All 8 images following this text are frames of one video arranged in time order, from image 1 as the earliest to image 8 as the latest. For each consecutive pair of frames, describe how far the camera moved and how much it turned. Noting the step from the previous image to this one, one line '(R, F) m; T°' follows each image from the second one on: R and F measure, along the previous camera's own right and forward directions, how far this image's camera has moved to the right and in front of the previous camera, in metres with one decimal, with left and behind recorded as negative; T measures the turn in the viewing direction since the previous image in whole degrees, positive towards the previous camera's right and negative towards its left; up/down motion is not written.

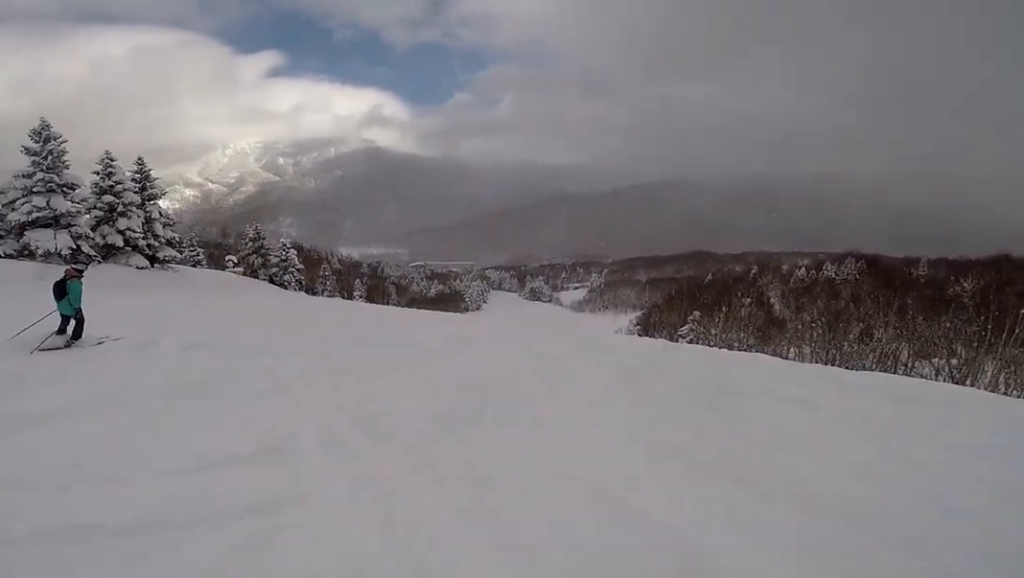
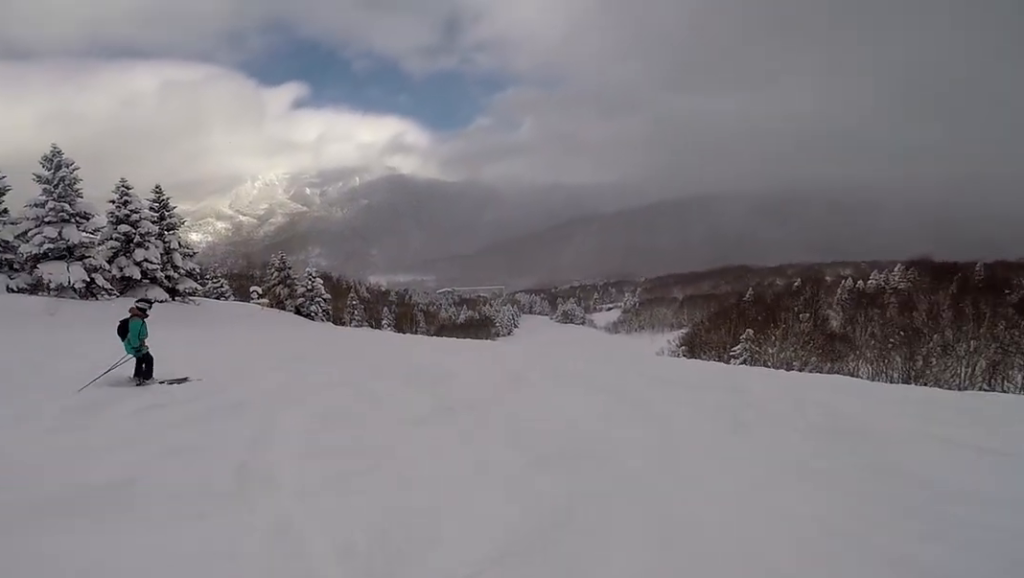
(-0.7, +2.0) m; -14°
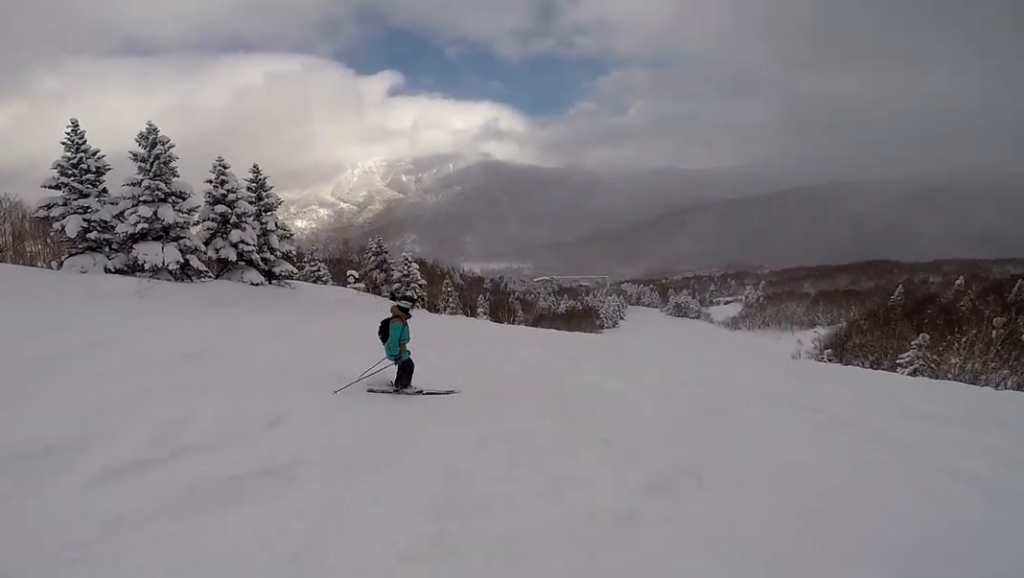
(-0.7, +3.1) m; -11°
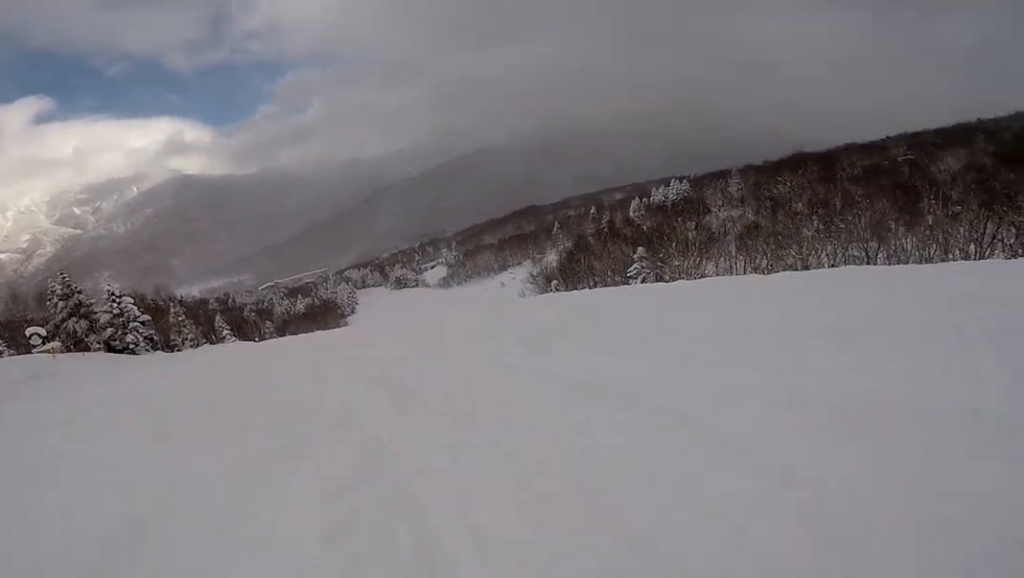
(+1.5, +7.7) m; +48°
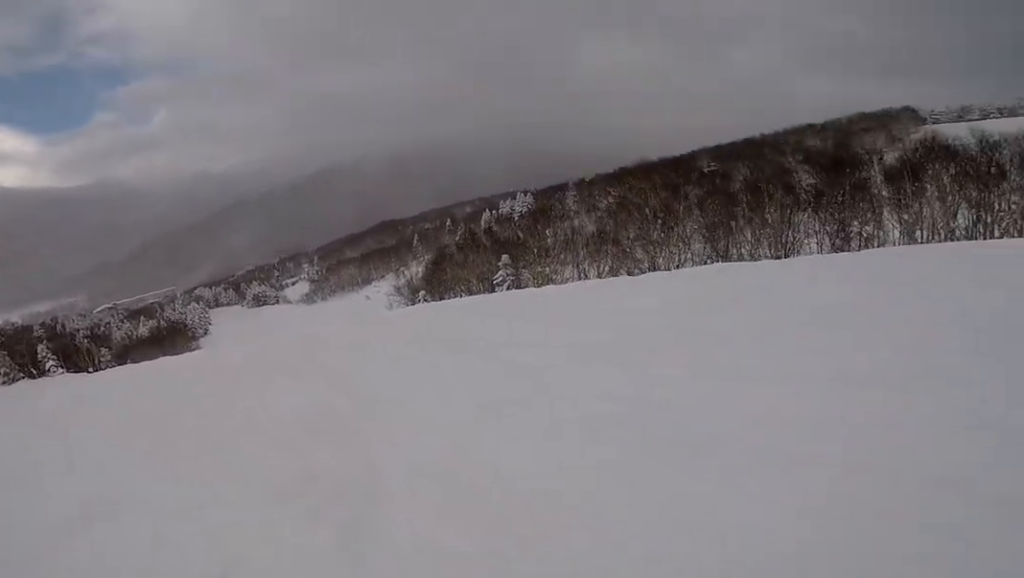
(+1.0, +2.8) m; +21°
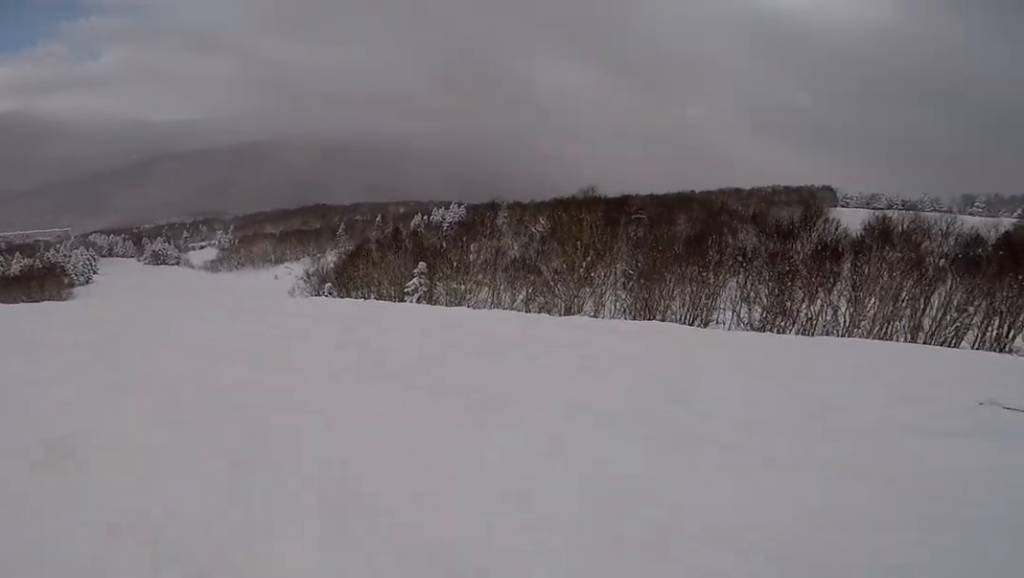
(+0.9, +4.8) m; -2°
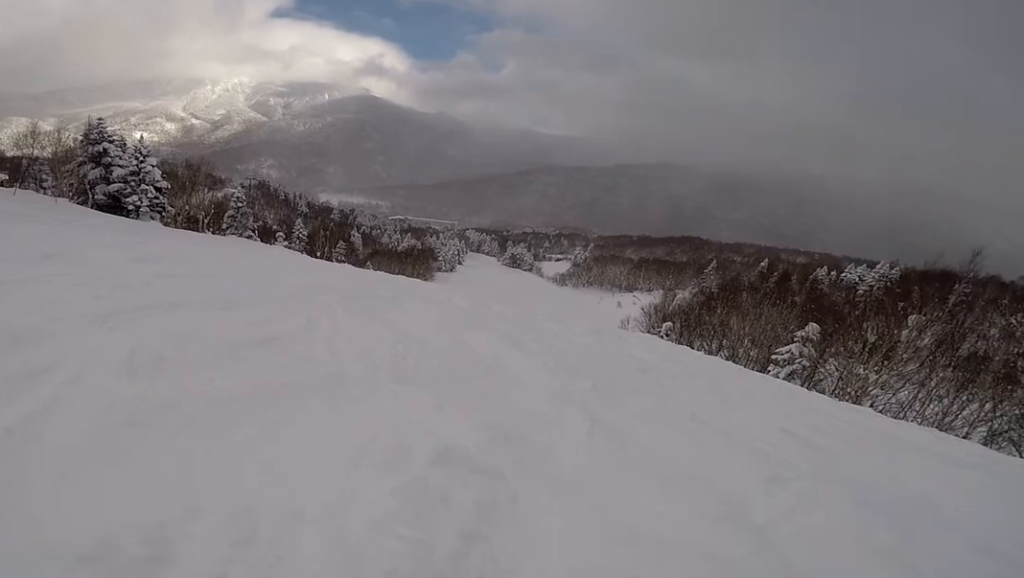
(-1.5, +5.5) m; -28°
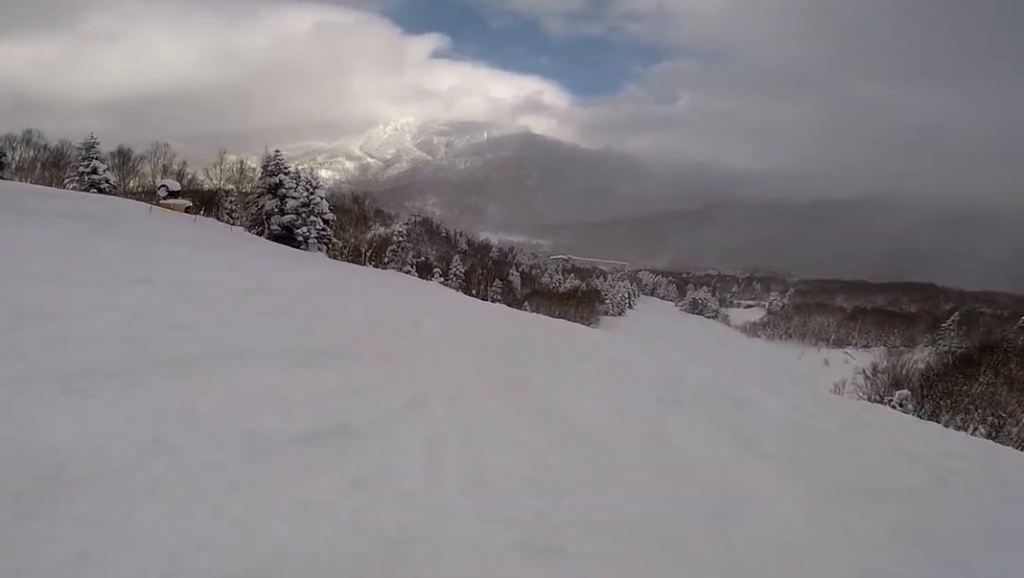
(0.0, +2.4) m; -17°
